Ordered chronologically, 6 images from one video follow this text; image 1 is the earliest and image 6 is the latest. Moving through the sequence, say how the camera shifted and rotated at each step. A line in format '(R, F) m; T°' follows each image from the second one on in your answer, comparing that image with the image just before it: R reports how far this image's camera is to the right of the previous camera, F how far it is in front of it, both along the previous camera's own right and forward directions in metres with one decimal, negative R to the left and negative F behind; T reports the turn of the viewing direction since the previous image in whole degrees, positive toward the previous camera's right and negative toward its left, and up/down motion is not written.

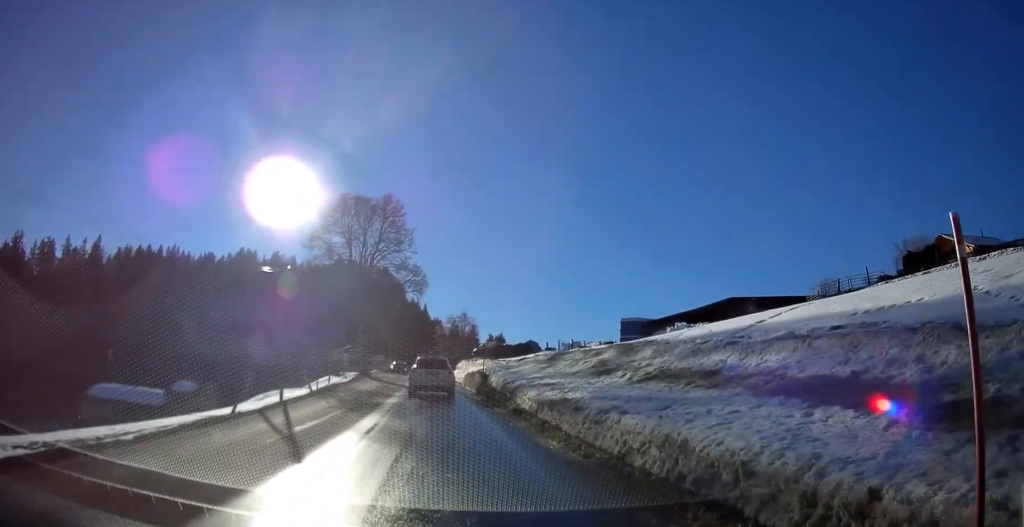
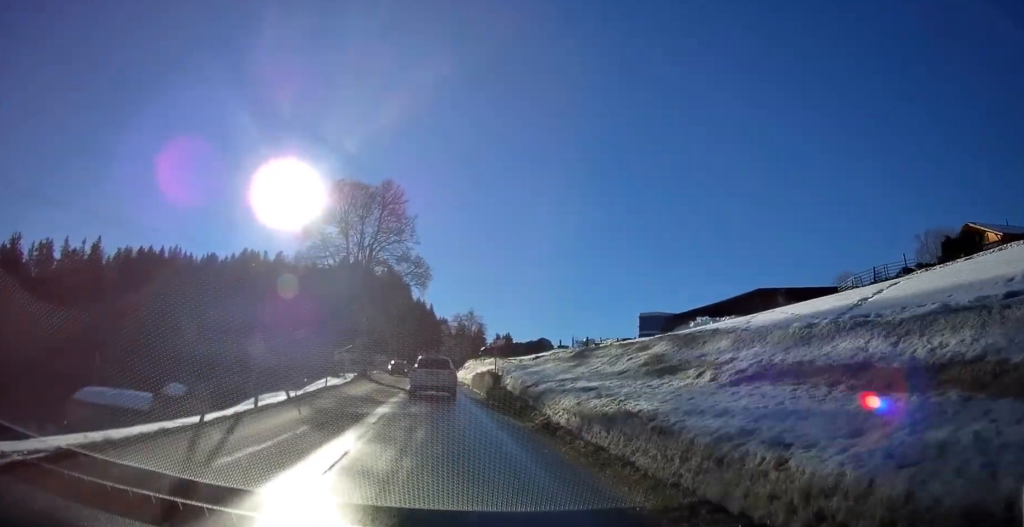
(-0.1, +4.6) m; -1°
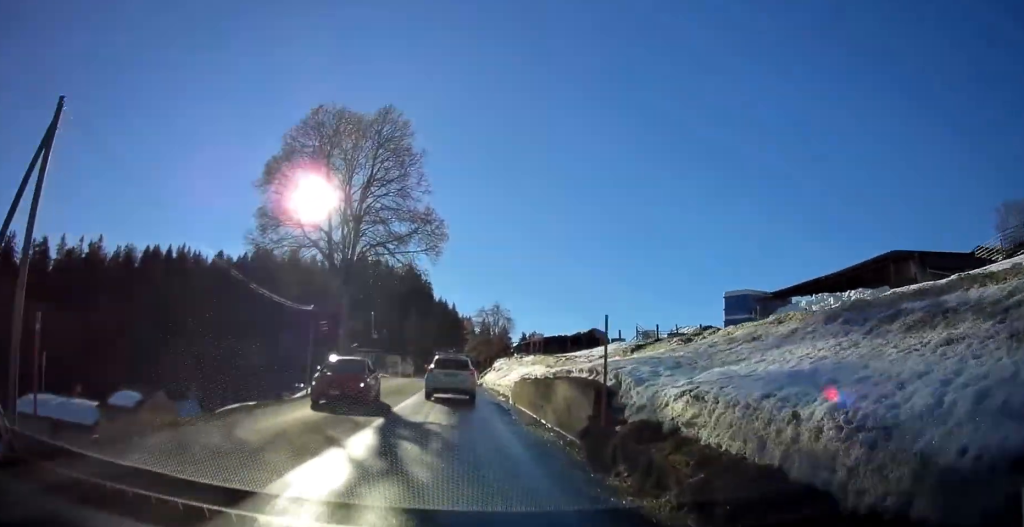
(-0.3, +15.0) m; -2°
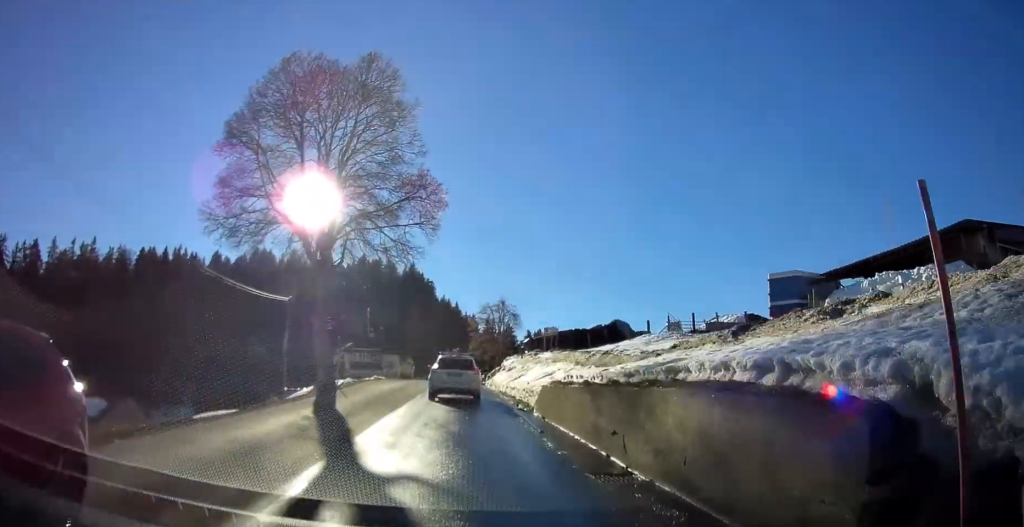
(0.0, +6.9) m; -1°
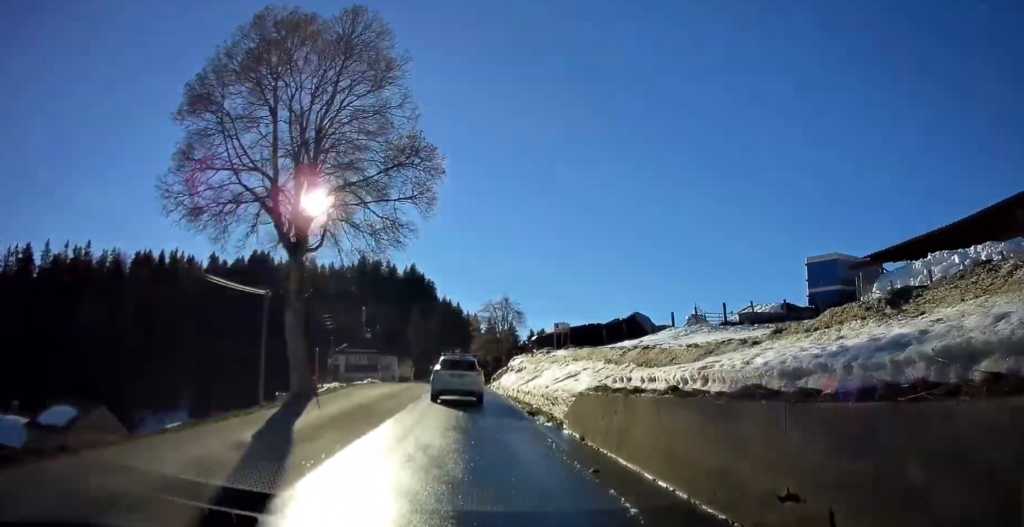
(0.0, +4.5) m; 0°
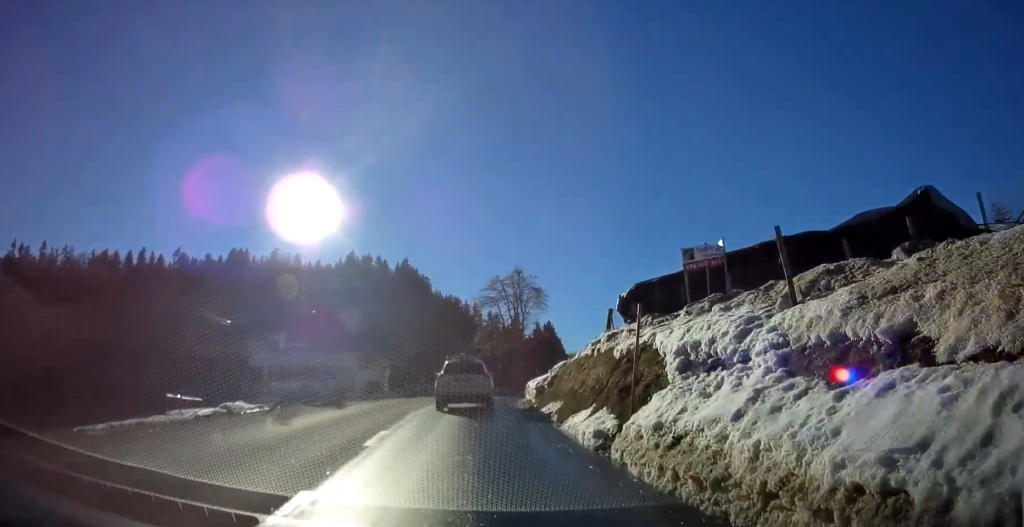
(-0.3, +27.3) m; -1°
